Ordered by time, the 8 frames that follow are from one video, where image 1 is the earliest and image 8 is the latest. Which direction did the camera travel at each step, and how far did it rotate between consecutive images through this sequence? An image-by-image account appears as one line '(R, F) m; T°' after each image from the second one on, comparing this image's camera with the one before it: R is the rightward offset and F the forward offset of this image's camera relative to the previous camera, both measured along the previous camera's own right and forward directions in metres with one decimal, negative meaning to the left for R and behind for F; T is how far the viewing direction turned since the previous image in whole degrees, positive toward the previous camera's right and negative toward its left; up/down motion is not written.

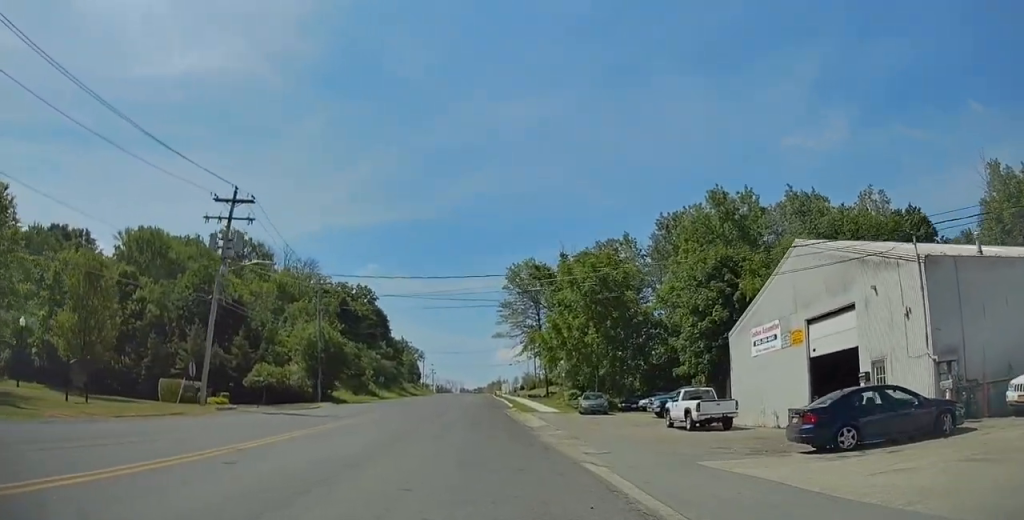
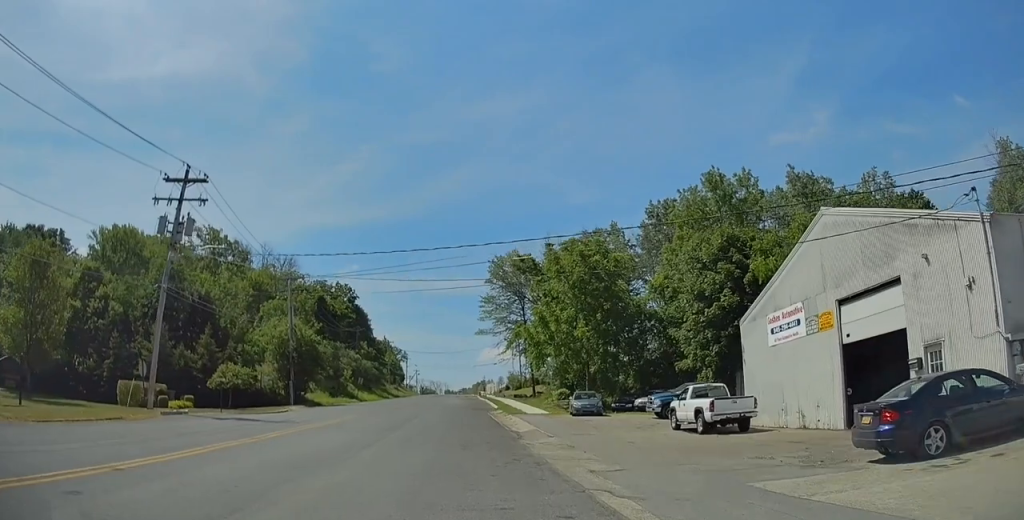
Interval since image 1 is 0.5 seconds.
(-0.1, +3.7) m; +1°
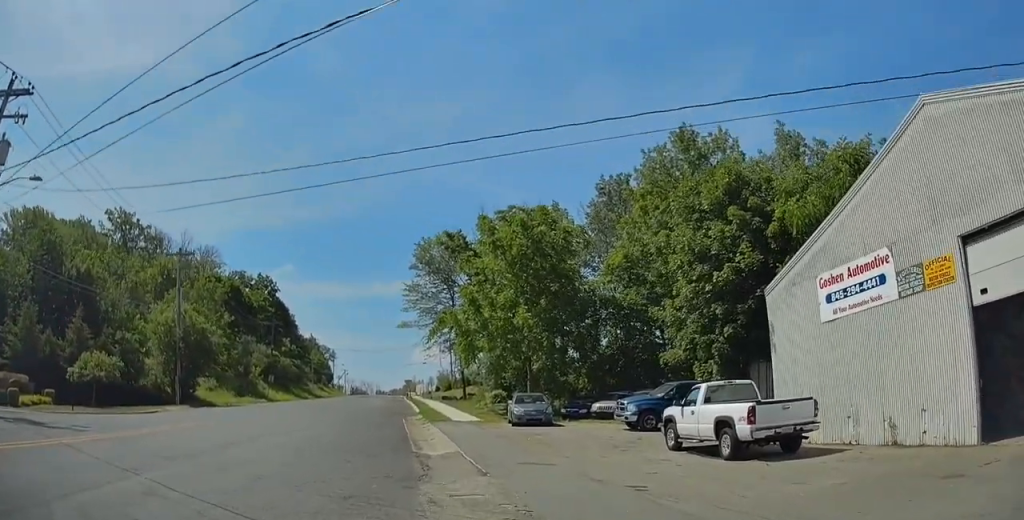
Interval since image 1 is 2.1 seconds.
(+0.3, +10.0) m; +2°
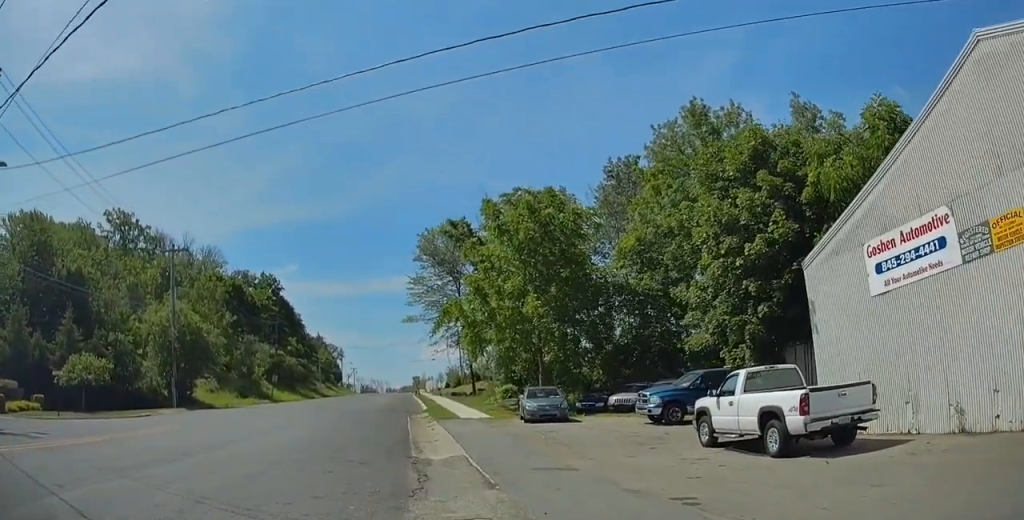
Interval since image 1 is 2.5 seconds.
(0.0, +2.4) m; -1°
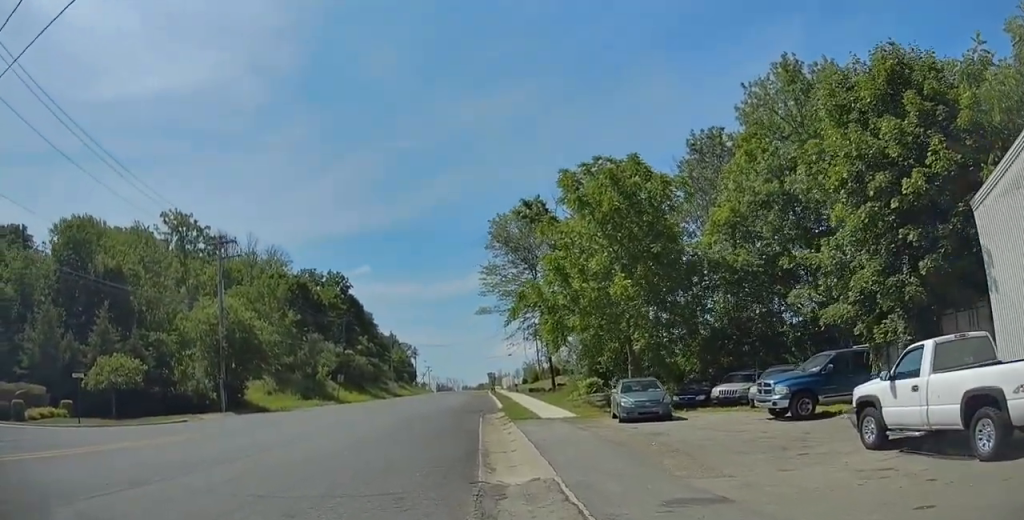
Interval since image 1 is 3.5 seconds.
(-0.1, +5.1) m; -4°
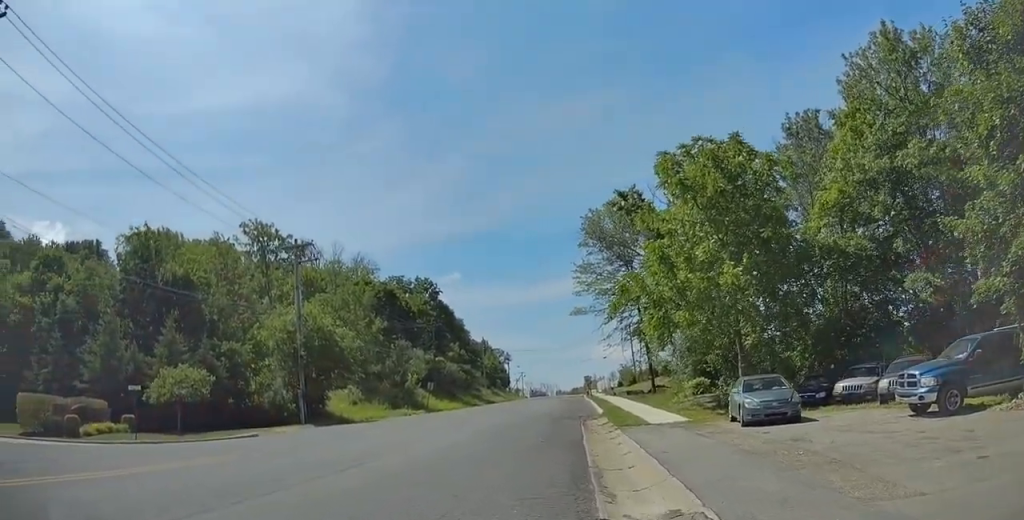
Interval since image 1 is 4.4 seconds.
(-0.2, +3.9) m; -14°
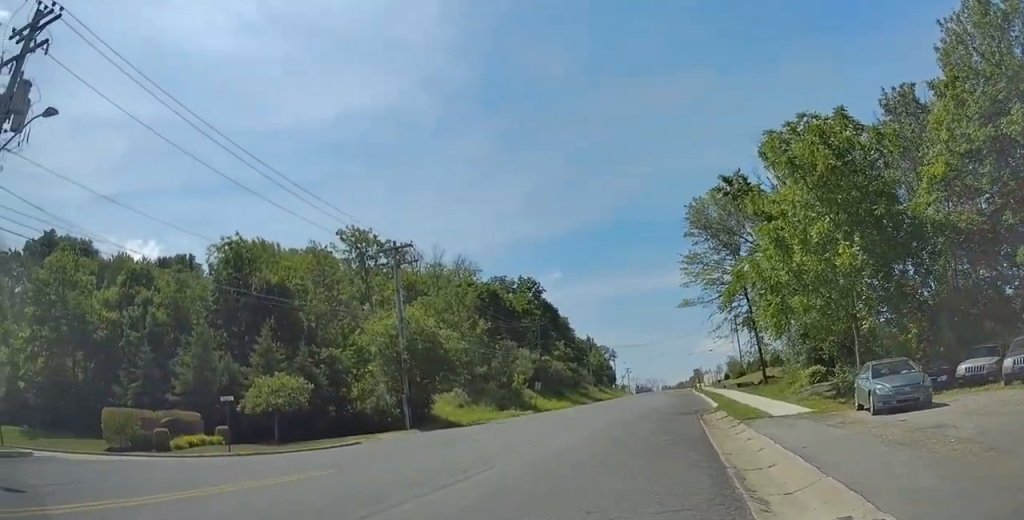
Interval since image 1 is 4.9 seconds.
(-0.1, +1.8) m; -12°
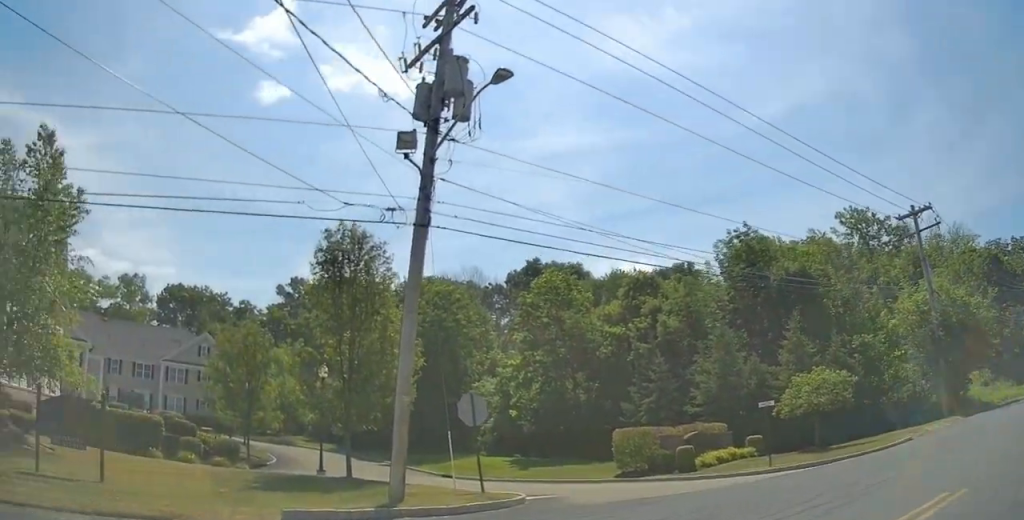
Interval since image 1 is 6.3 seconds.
(-1.6, +4.1) m; -48°
